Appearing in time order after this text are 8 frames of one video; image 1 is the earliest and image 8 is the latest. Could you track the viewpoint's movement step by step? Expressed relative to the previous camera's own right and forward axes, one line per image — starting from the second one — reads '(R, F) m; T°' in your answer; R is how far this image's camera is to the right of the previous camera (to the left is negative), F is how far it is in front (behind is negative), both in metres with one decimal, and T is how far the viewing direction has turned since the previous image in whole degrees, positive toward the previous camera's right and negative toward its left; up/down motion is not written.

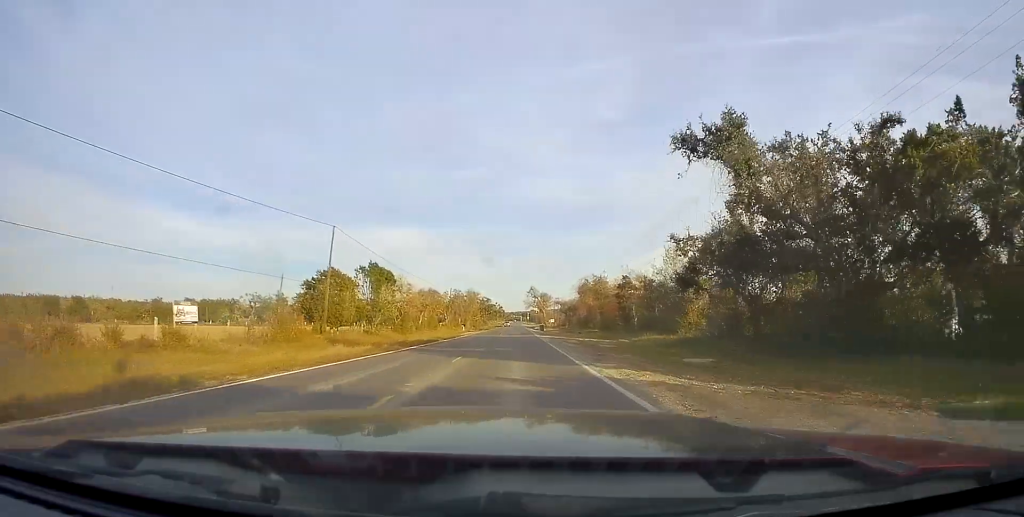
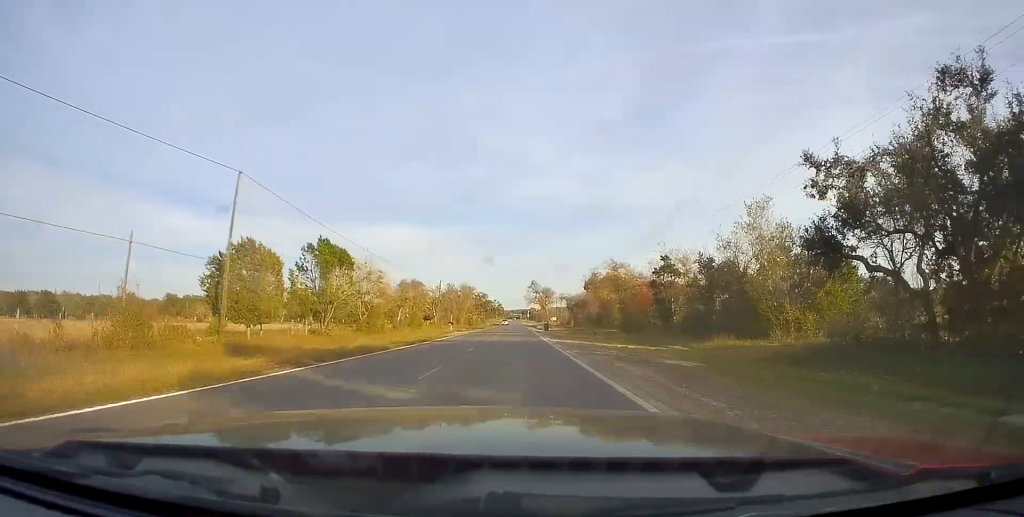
(-0.1, +17.3) m; 0°
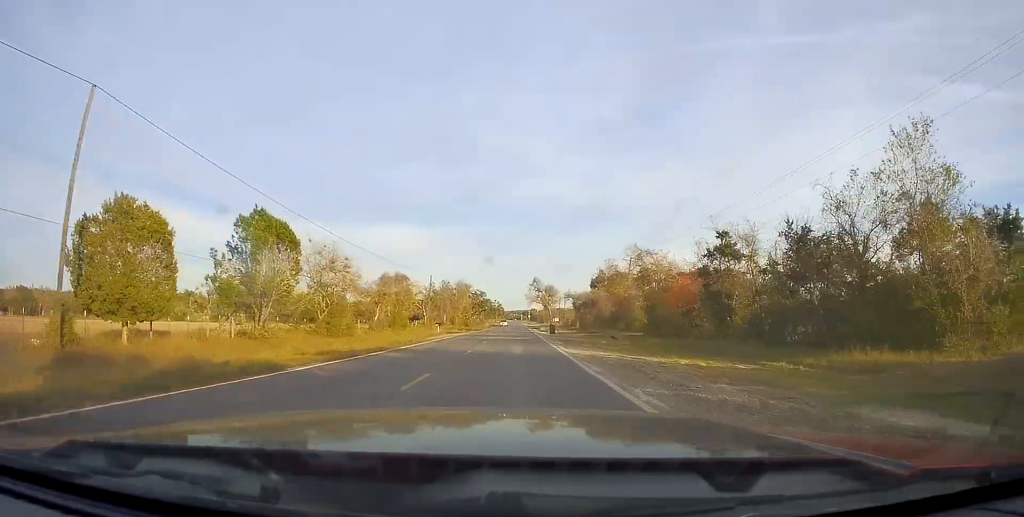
(-0.3, +13.2) m; 0°
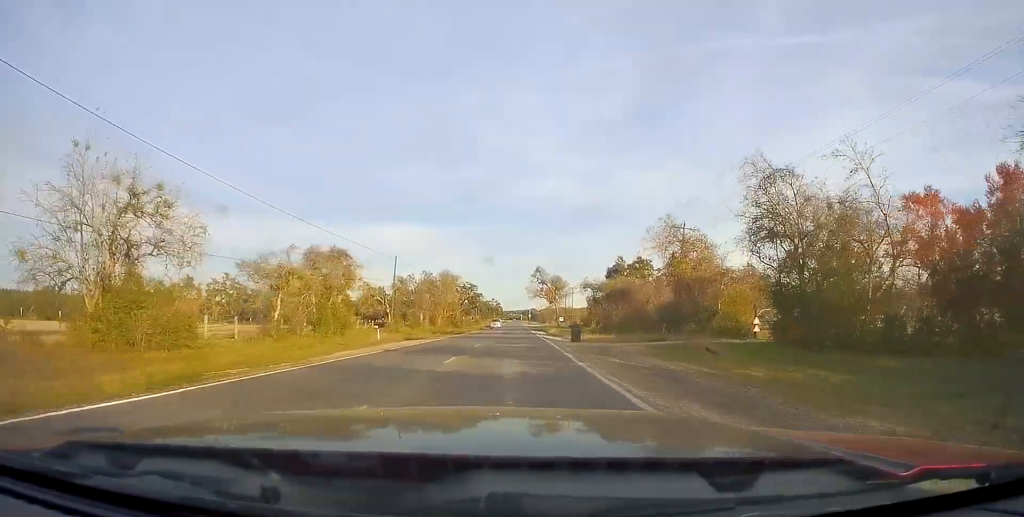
(+0.4, +28.6) m; +1°
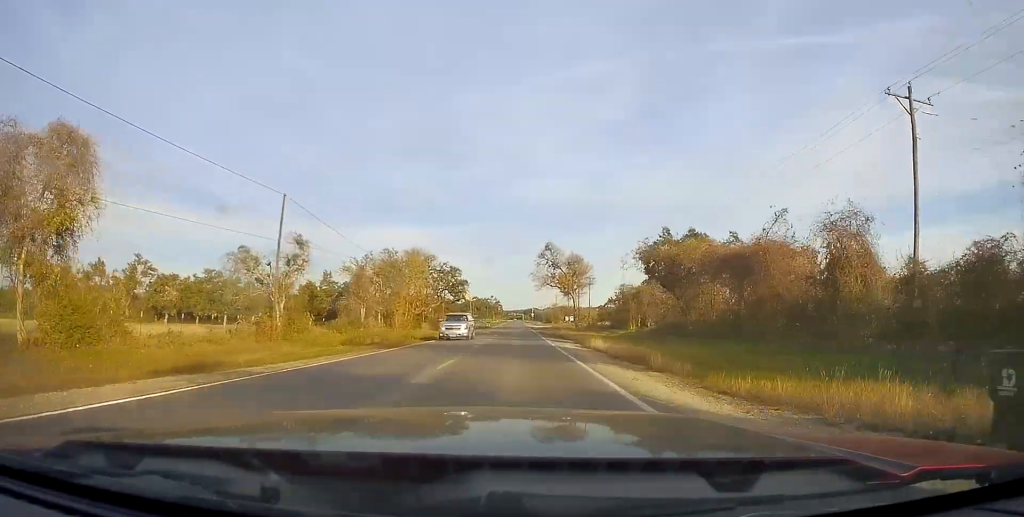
(+0.1, +36.3) m; 0°
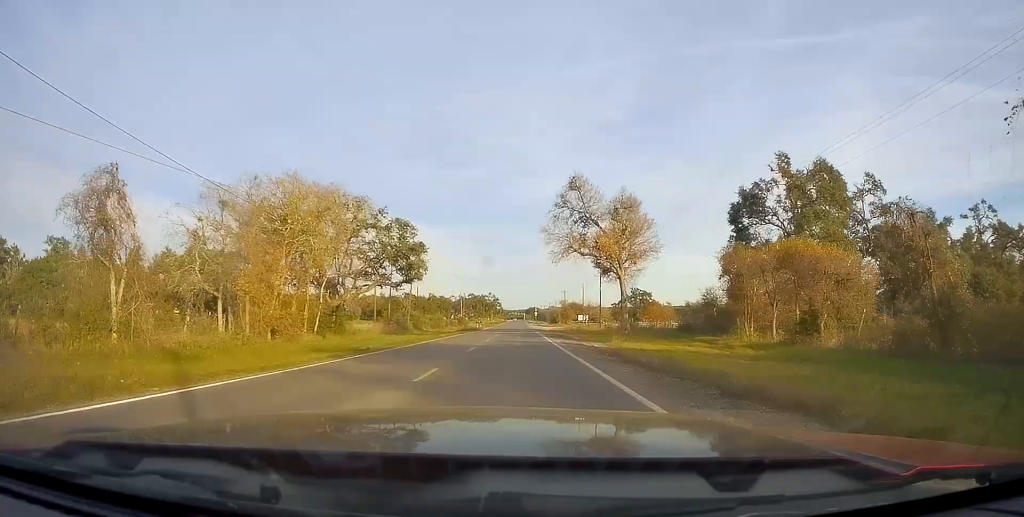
(-0.5, +37.9) m; -1°
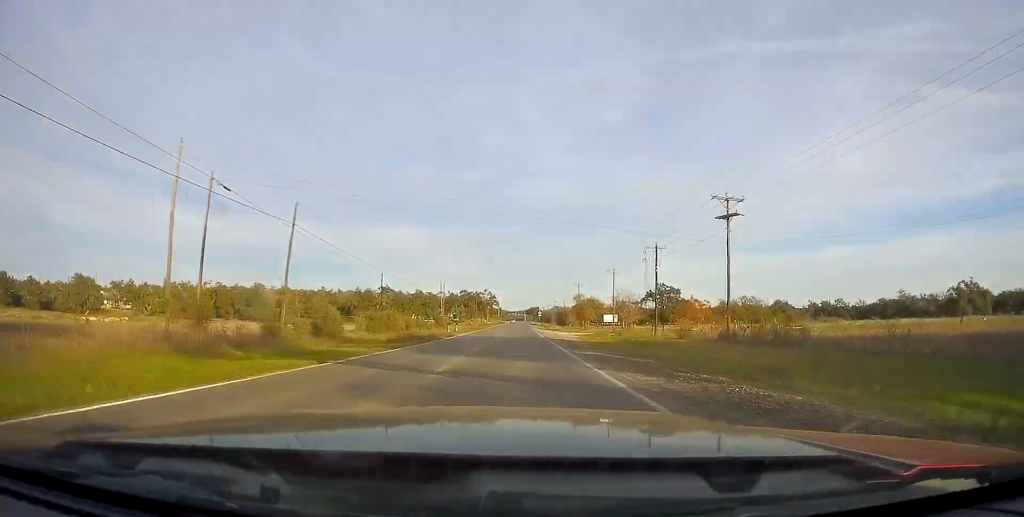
(+0.5, +45.2) m; +1°
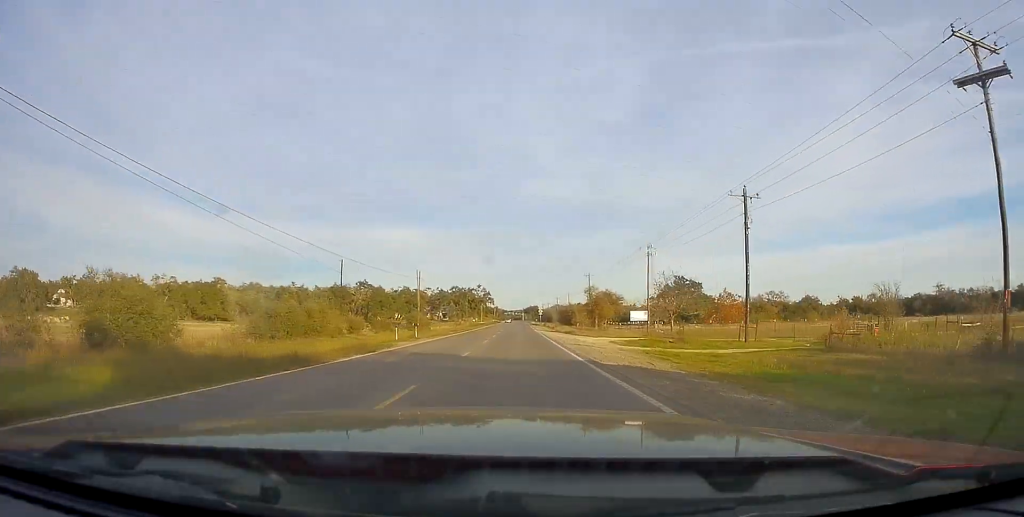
(-0.2, +27.5) m; -1°
